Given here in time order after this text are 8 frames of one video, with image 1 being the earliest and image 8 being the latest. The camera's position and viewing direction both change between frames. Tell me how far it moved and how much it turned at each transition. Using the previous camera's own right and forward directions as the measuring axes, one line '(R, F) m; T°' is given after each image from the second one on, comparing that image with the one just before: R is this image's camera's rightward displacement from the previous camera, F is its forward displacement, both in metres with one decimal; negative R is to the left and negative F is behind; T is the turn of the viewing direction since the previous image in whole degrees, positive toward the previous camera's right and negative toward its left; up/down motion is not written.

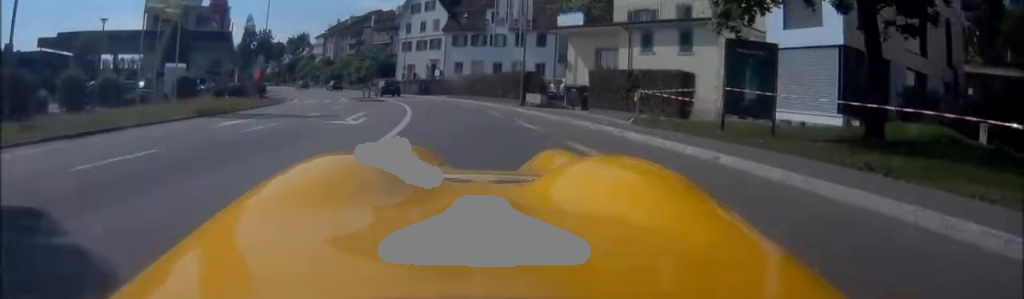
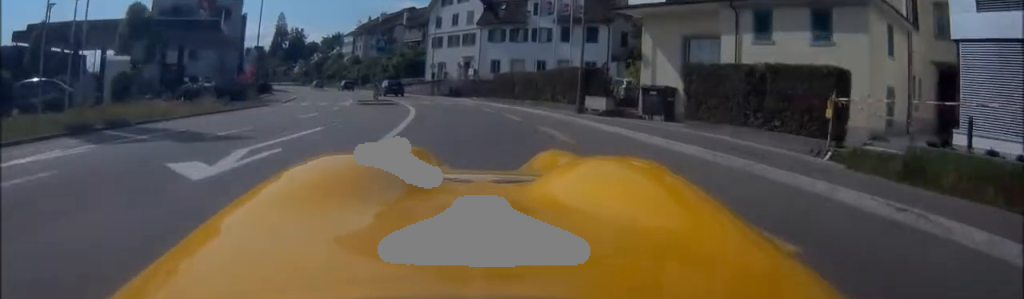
(-0.1, +8.7) m; -3°
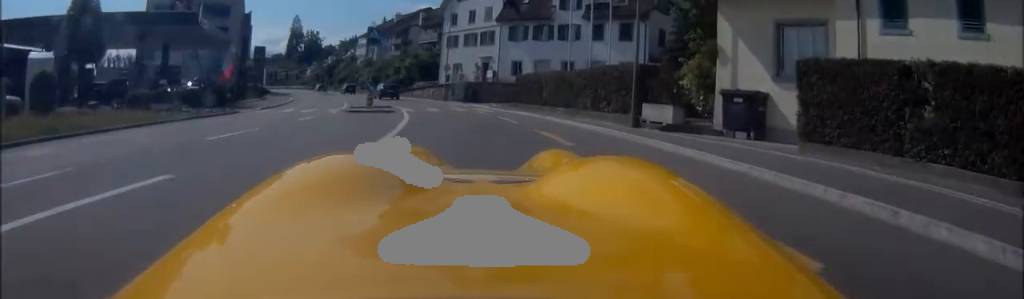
(-0.2, +6.1) m; -3°
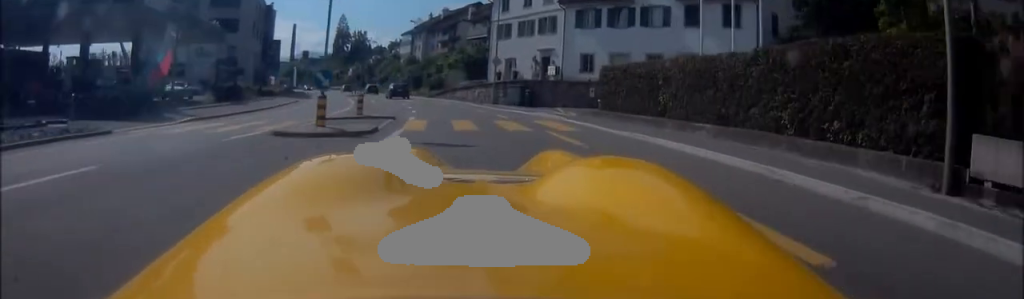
(-0.6, +11.6) m; -5°
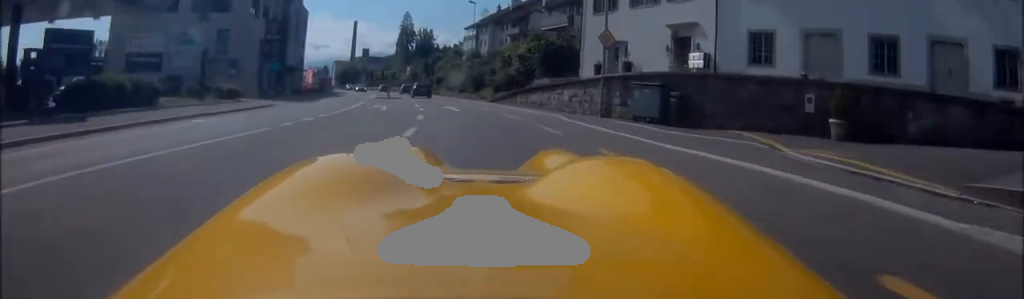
(-1.0, +17.3) m; -6°
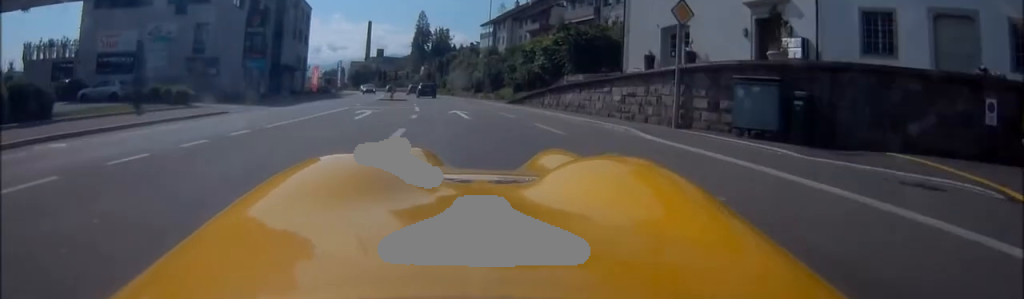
(-0.1, +6.6) m; -2°
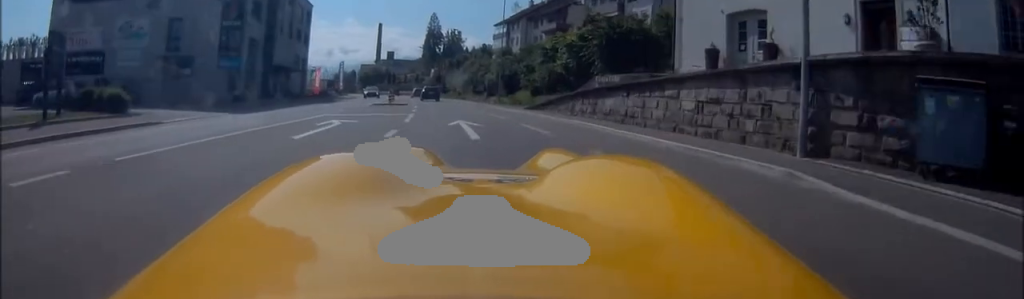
(0.0, +5.4) m; -2°
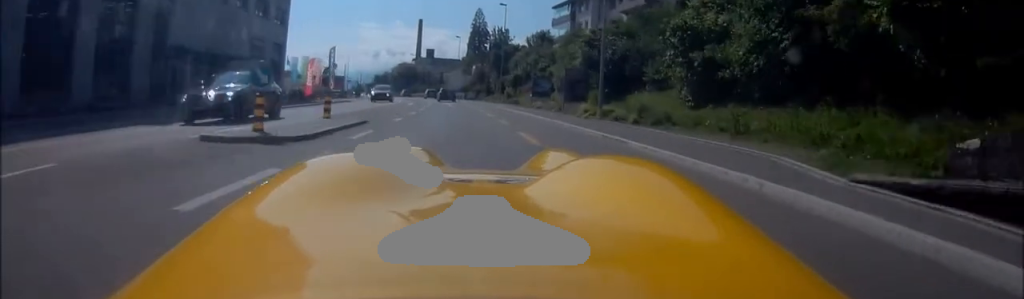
(-1.7, +24.8) m; -6°
